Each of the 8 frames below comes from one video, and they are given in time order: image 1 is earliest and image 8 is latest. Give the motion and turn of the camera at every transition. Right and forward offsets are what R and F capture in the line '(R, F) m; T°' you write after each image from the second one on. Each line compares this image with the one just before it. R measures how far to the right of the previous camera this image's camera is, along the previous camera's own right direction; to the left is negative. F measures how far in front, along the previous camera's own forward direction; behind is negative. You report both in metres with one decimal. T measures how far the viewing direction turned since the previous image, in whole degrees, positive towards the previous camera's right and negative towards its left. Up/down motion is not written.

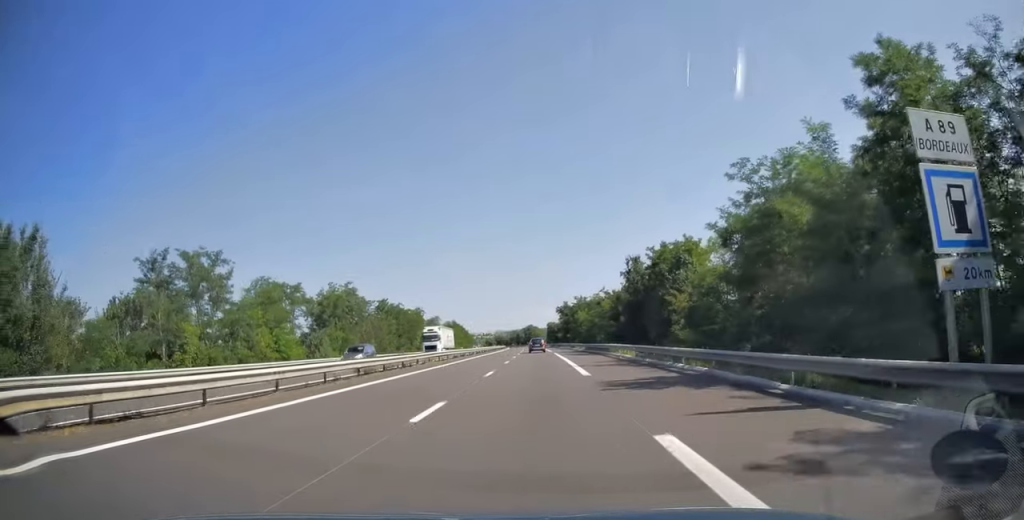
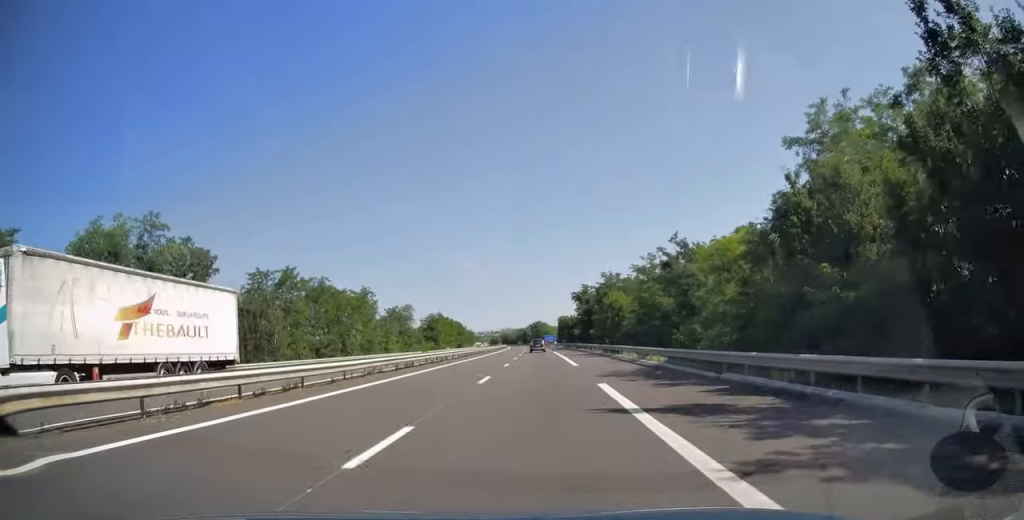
(-0.3, +42.6) m; -1°
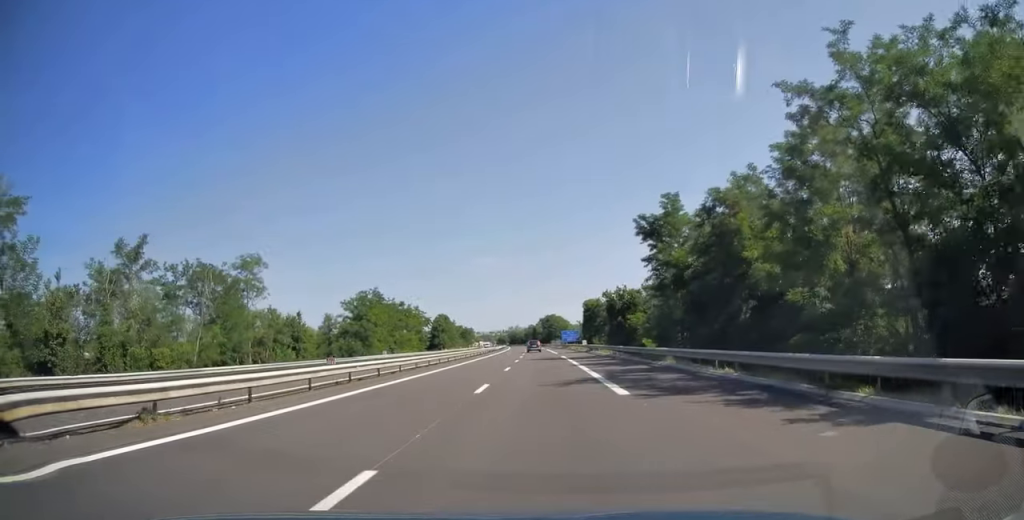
(-0.9, +68.1) m; -2°
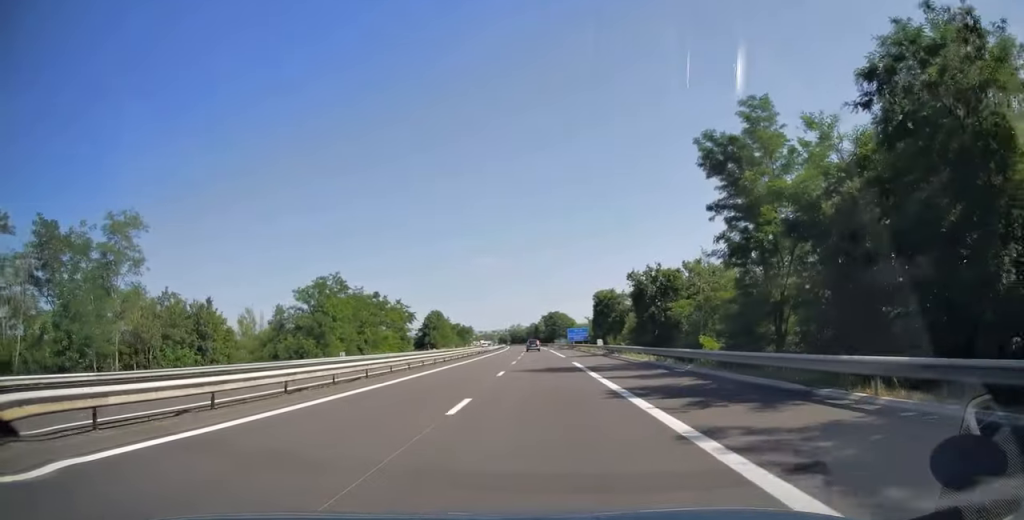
(0.0, +17.9) m; 0°
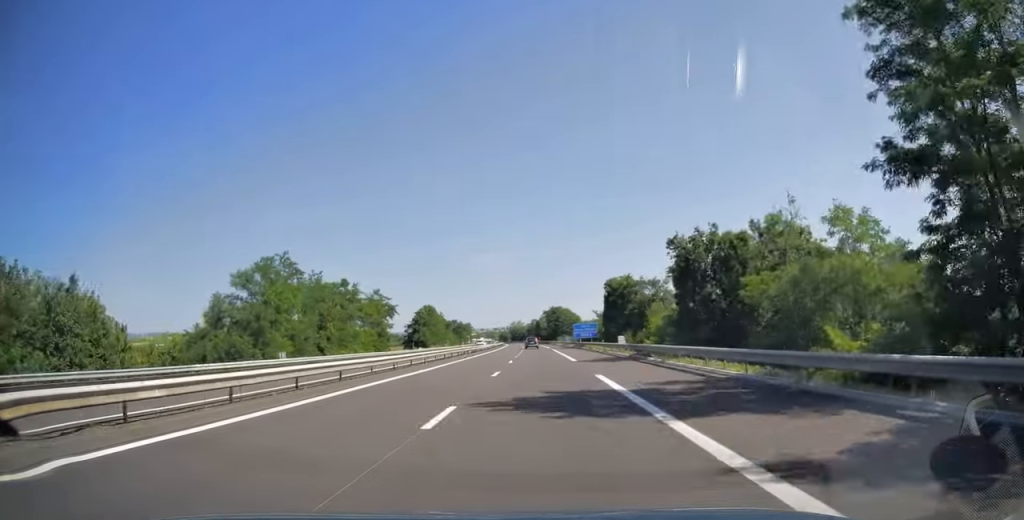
(-0.1, +15.2) m; 0°
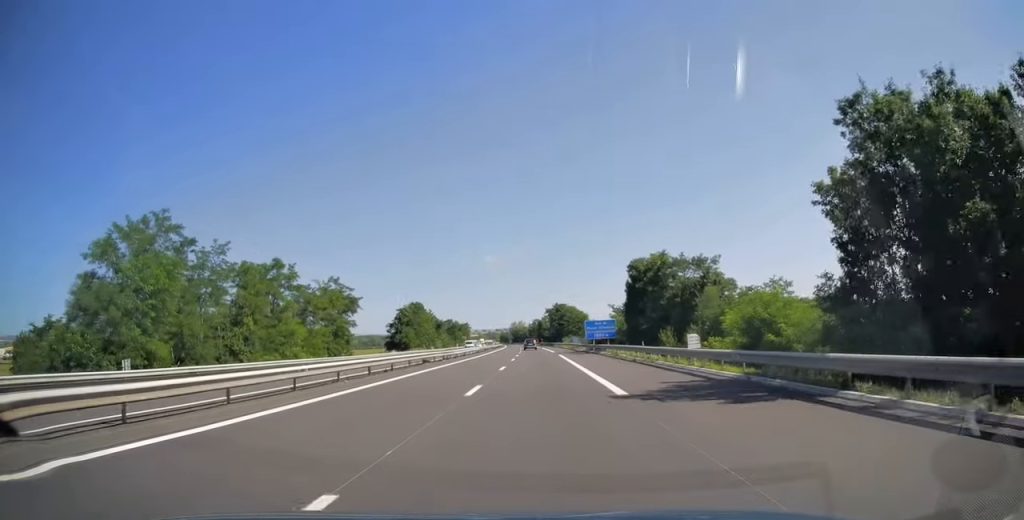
(0.0, +20.0) m; 0°
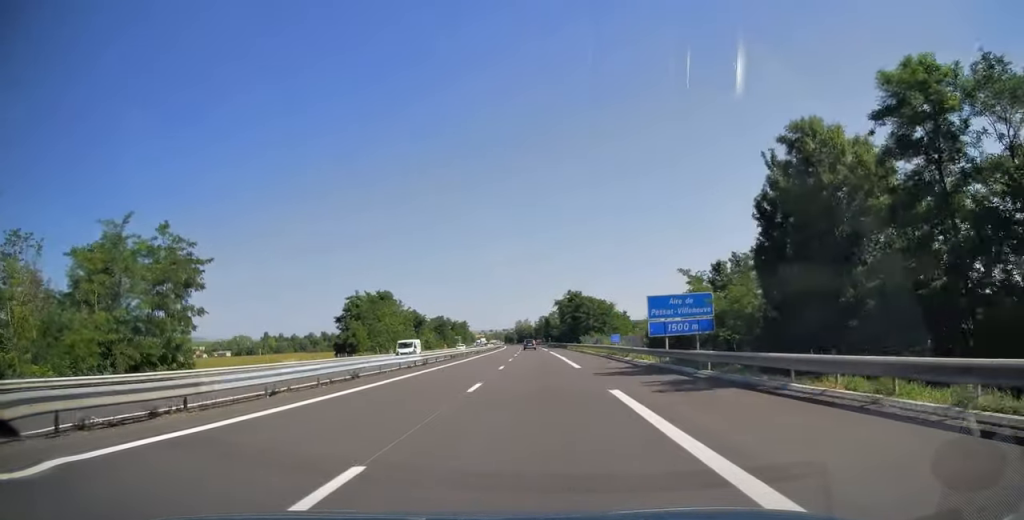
(-0.1, +37.9) m; -1°
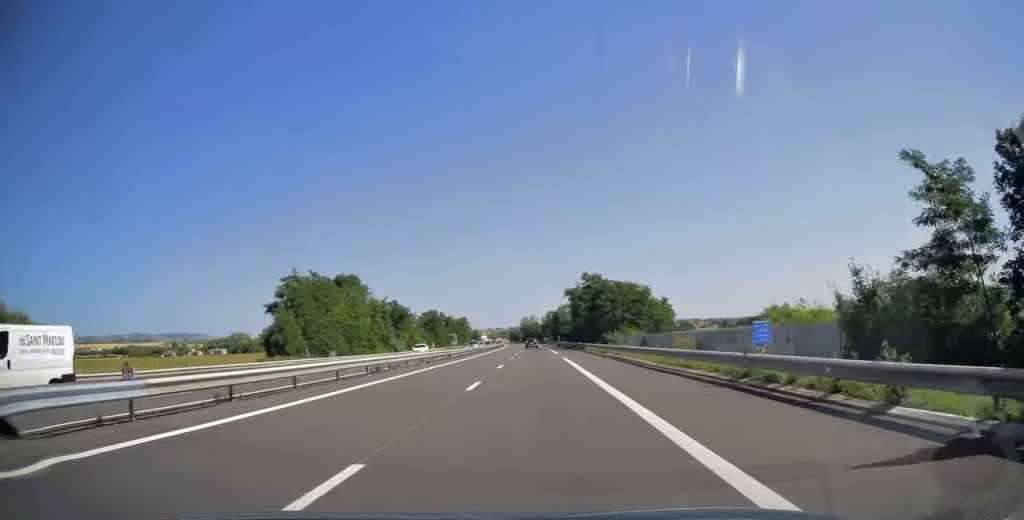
(-0.1, +25.9) m; -1°
